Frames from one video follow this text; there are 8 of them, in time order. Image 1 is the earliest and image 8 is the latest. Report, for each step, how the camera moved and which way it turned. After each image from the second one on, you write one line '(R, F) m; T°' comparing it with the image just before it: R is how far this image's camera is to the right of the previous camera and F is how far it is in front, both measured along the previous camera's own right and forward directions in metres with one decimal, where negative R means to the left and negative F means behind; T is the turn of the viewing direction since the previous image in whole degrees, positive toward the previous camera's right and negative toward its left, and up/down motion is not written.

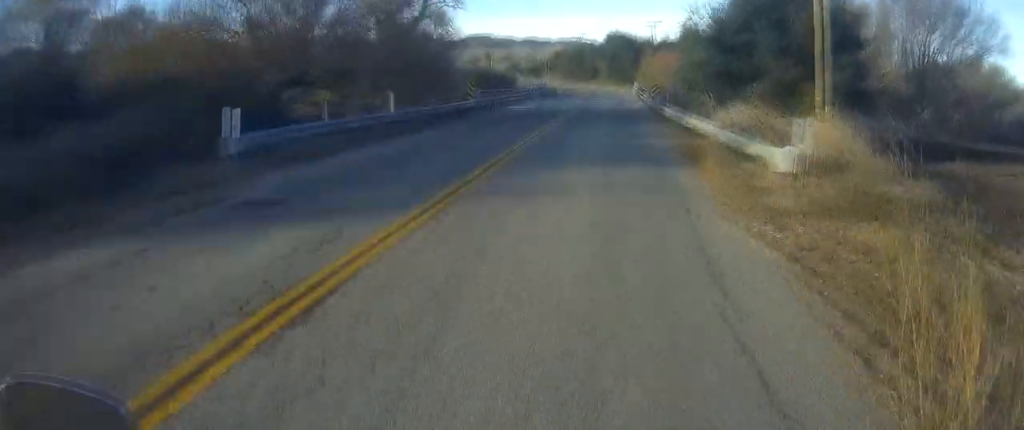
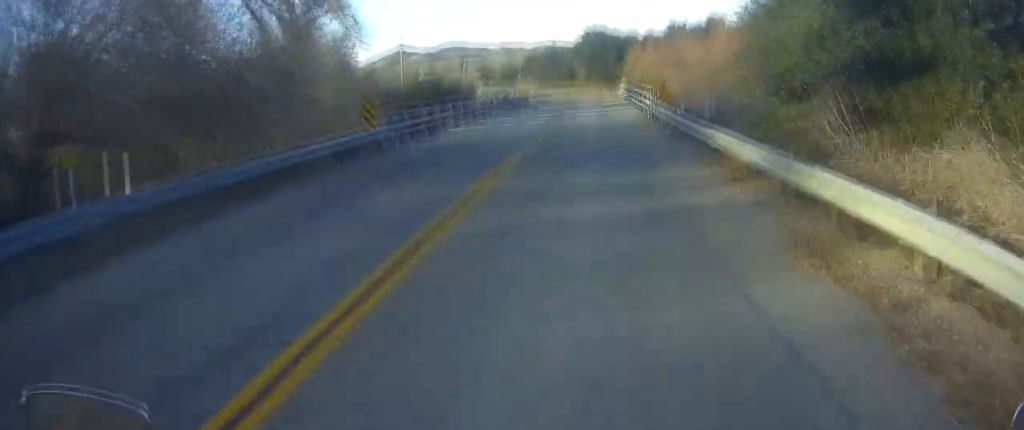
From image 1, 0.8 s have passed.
(-0.1, +13.9) m; 0°
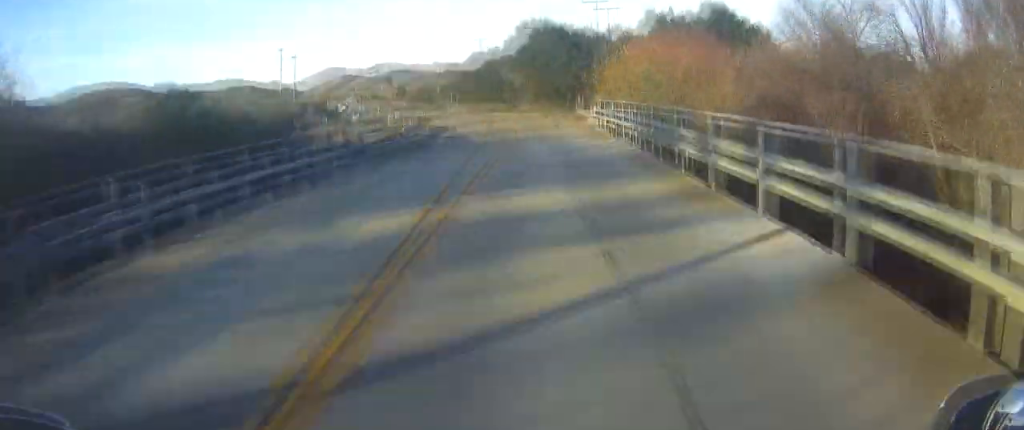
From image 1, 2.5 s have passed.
(+0.3, +31.5) m; +1°
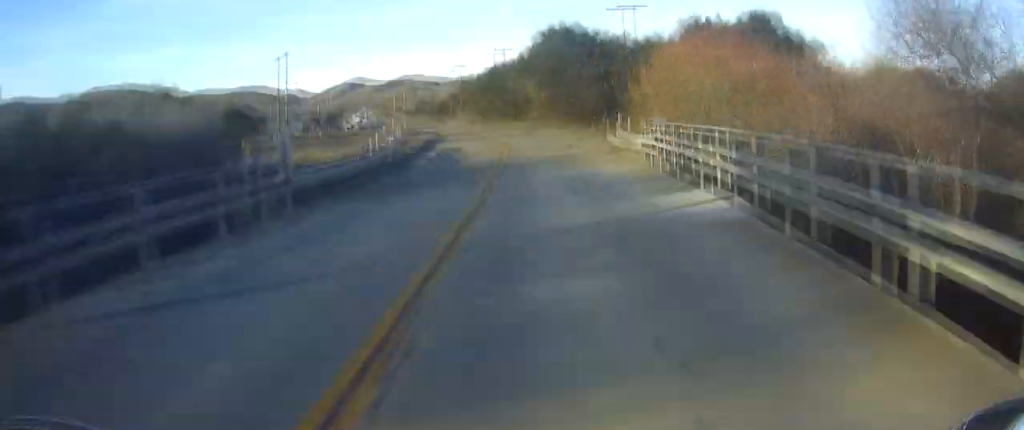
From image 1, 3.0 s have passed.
(+0.3, +8.4) m; 0°
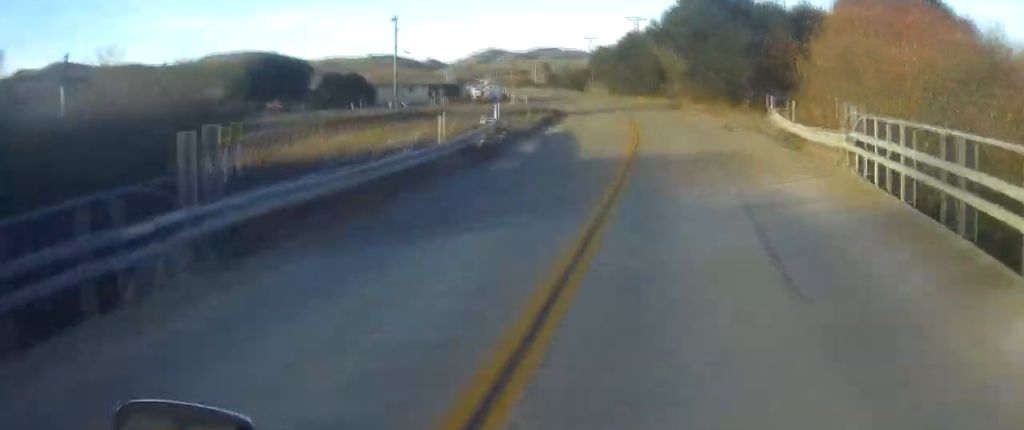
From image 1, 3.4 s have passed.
(-0.1, +8.2) m; -1°
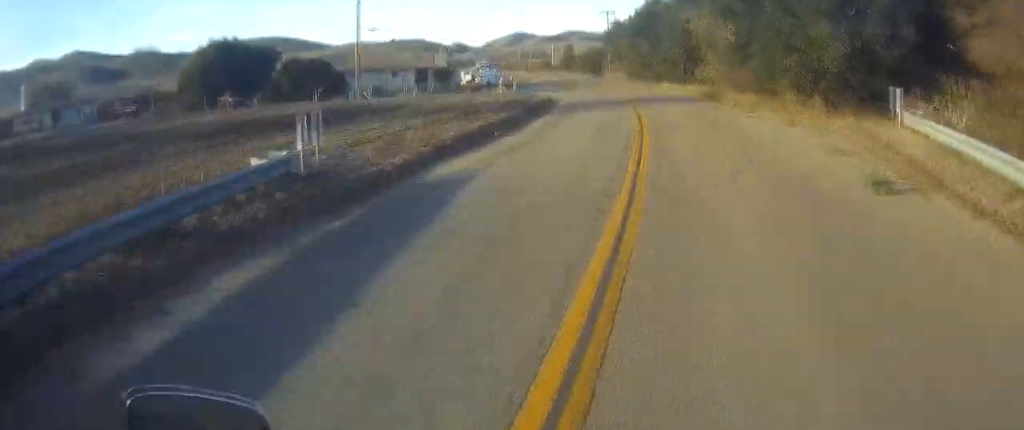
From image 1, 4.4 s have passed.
(-0.4, +16.5) m; -2°
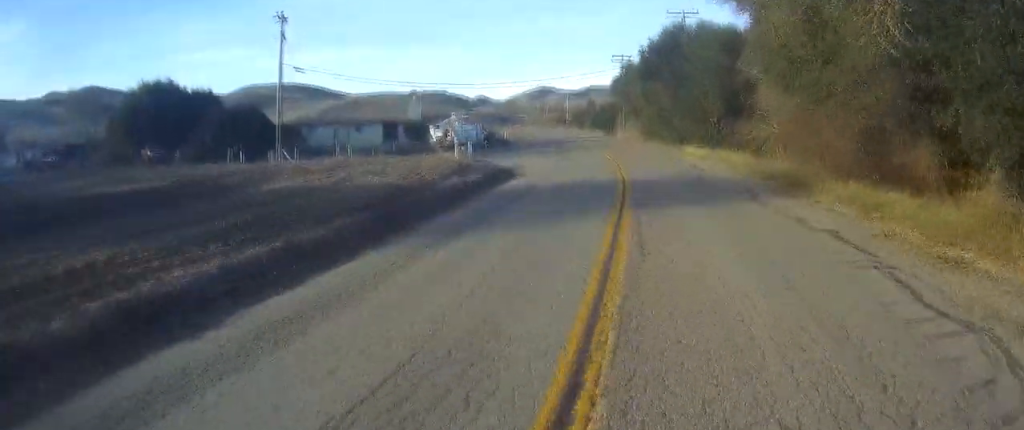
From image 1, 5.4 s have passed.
(-0.1, +16.9) m; -2°
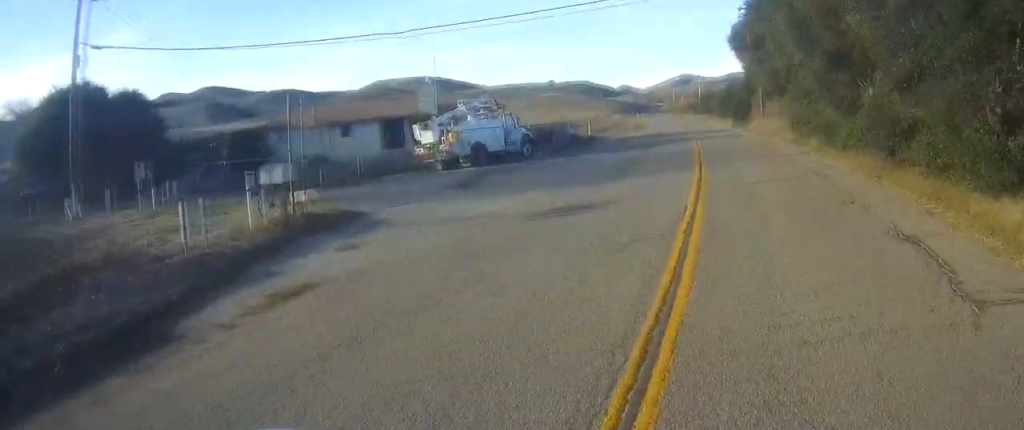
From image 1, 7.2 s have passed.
(-2.2, +28.2) m; -11°
